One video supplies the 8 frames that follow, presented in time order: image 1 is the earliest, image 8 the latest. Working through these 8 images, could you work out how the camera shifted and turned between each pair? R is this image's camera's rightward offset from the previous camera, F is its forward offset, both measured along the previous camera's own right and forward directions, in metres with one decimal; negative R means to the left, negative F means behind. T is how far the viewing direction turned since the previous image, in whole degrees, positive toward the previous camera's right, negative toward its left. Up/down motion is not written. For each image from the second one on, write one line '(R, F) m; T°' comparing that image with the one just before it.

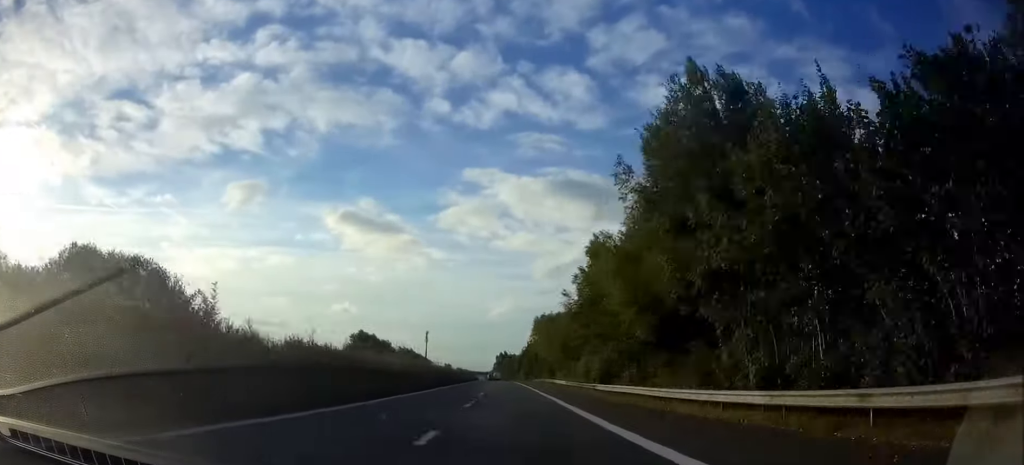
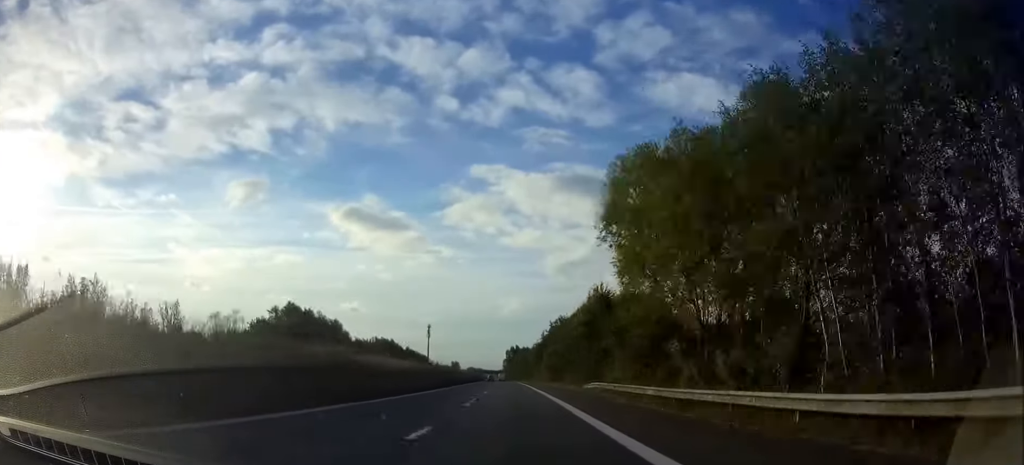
(-0.6, +61.6) m; -1°
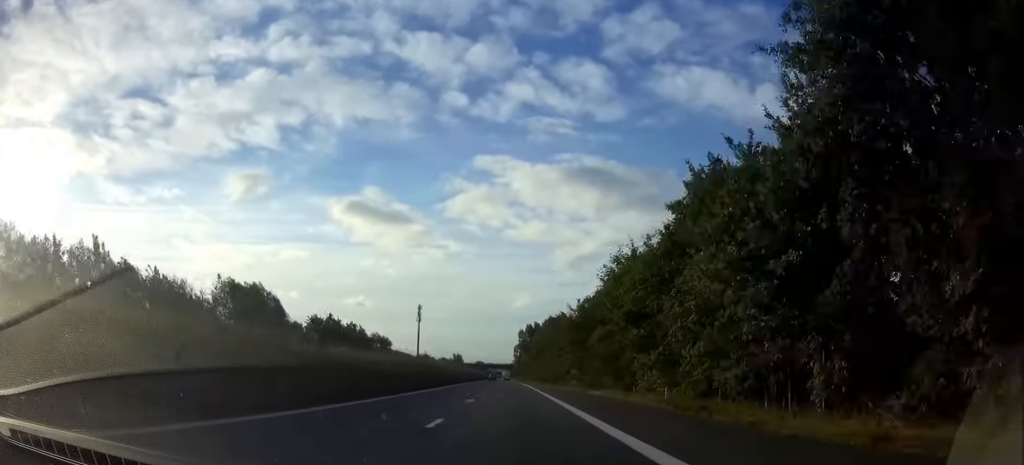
(-1.4, +109.7) m; -1°
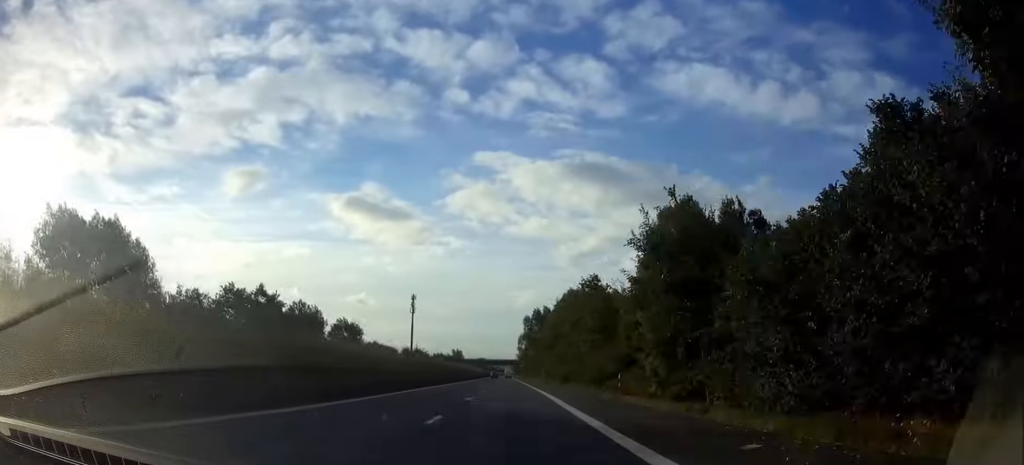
(-0.2, +36.7) m; 0°
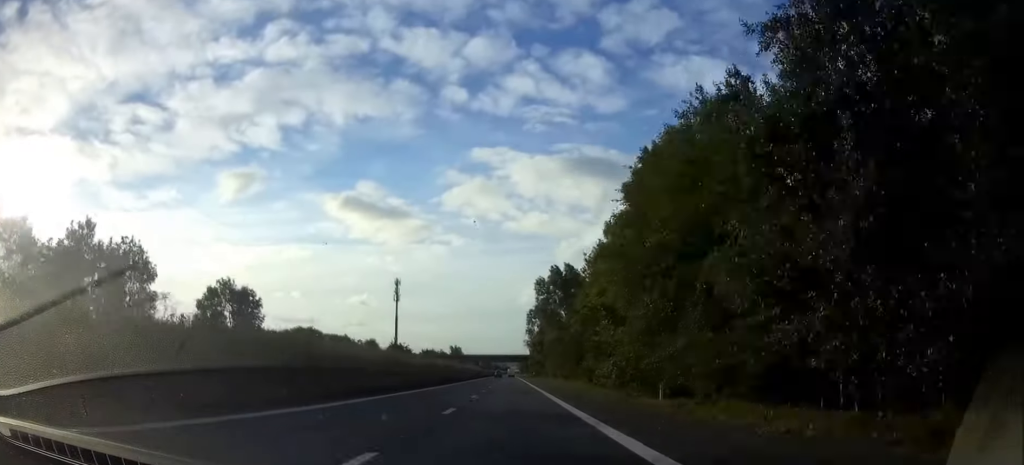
(-0.2, +57.1) m; 0°
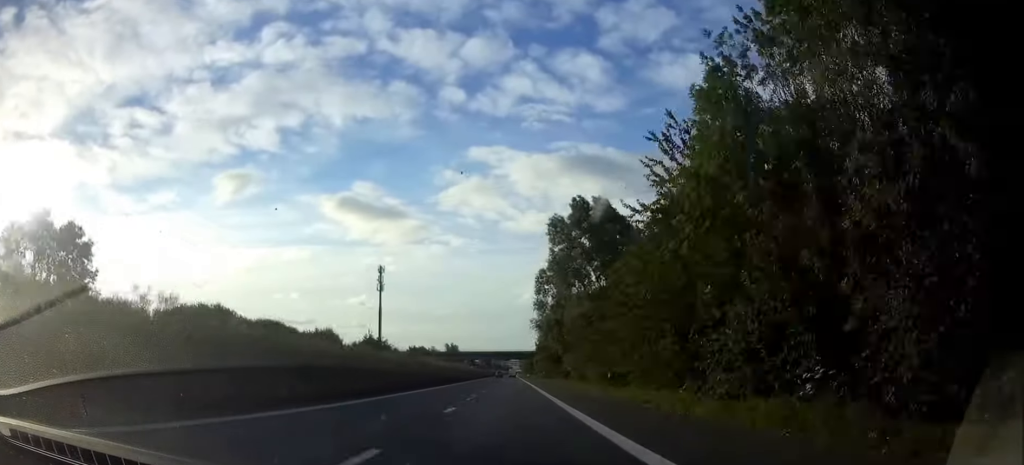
(0.0, +36.5) m; 0°
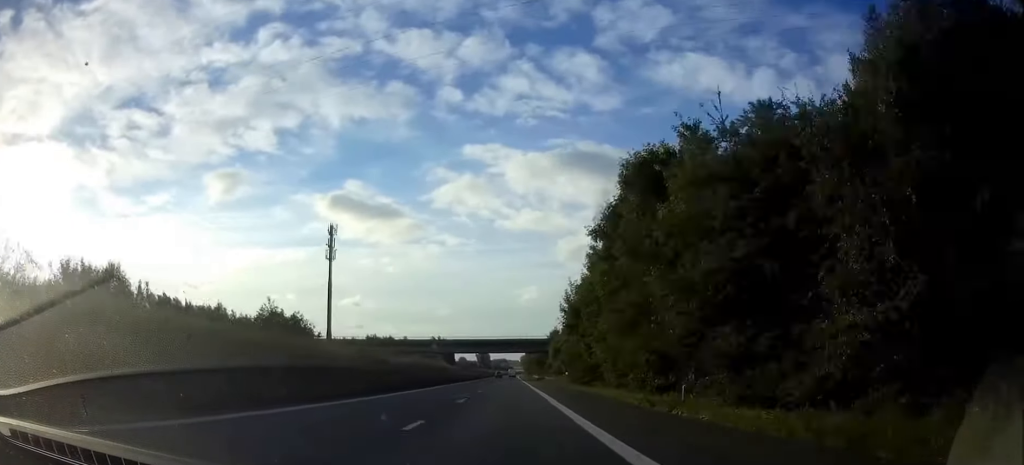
(-0.1, +68.4) m; 0°
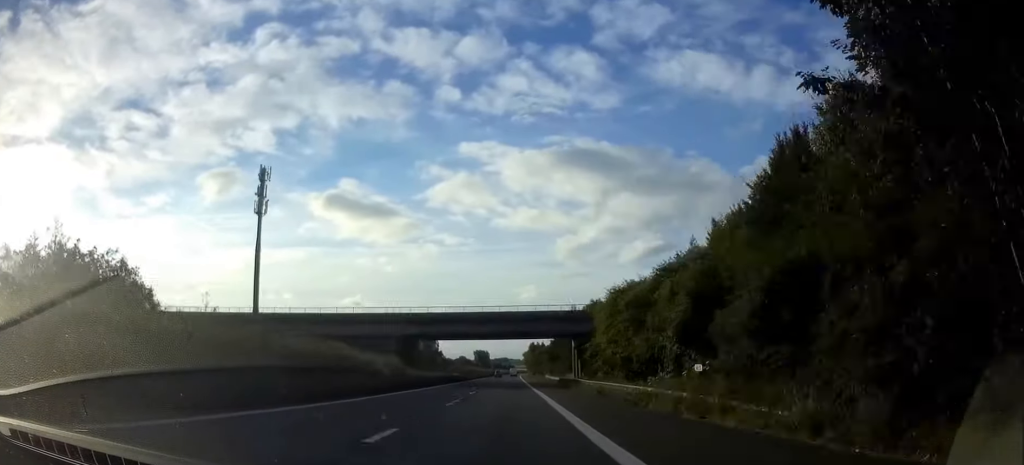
(0.0, +52.4) m; 0°
